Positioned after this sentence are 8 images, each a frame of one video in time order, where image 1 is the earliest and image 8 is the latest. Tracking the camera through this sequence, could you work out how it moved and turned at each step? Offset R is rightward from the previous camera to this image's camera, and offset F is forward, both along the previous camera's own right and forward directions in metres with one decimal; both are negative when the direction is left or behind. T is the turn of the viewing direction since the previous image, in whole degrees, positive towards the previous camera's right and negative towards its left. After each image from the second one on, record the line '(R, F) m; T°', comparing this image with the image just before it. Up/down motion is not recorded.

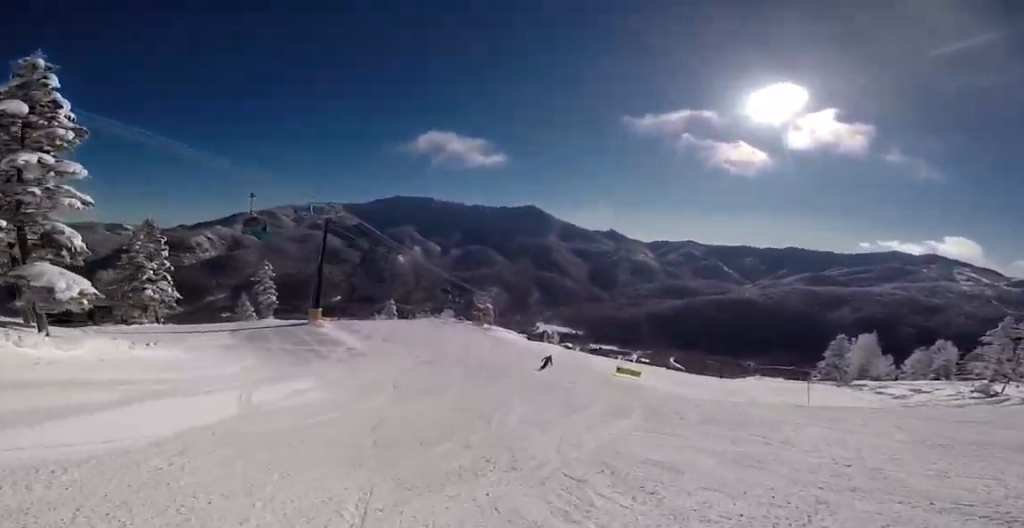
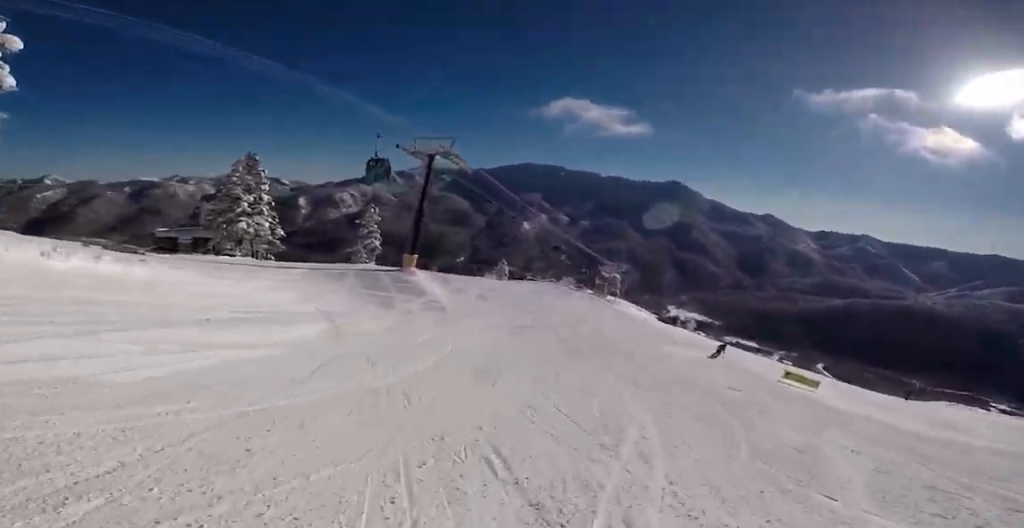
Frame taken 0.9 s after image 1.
(-1.4, +7.6) m; -8°
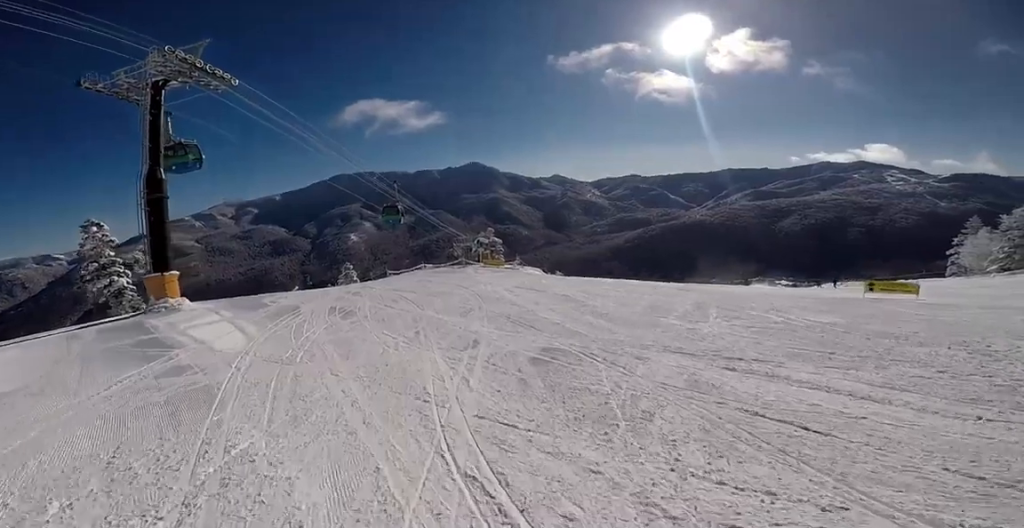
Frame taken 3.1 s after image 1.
(+2.2, +17.4) m; +5°
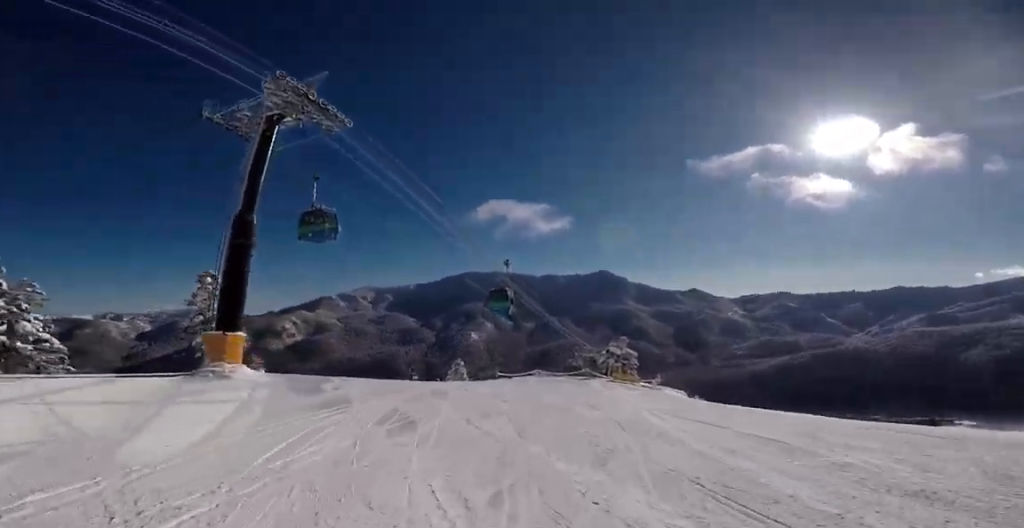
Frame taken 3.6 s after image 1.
(-0.7, +4.5) m; -5°
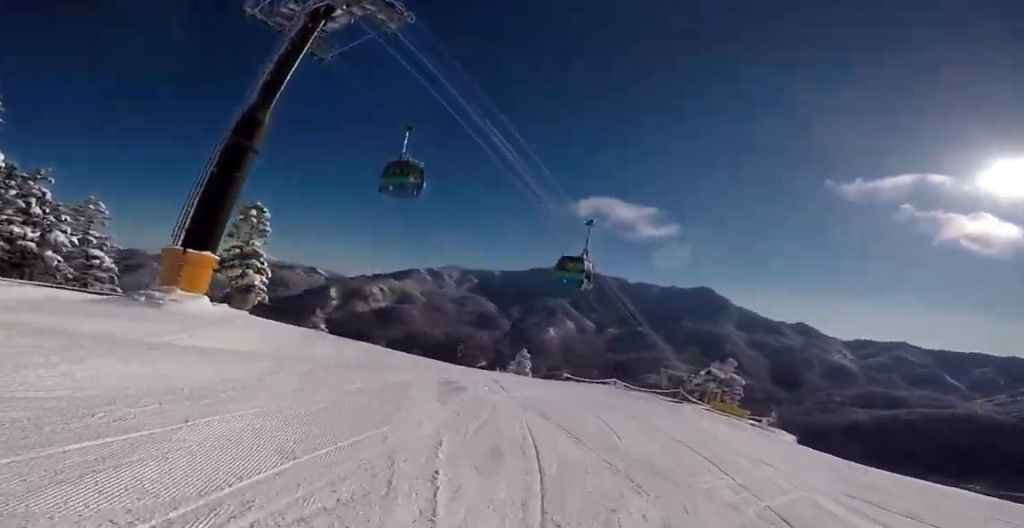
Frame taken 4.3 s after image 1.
(-0.3, +4.9) m; -7°
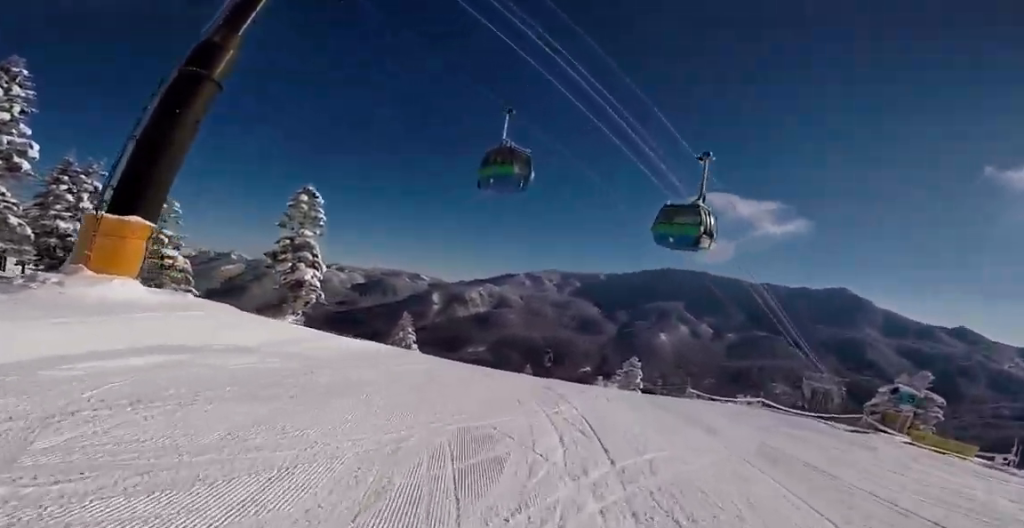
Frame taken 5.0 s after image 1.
(+0.3, +5.0) m; -11°
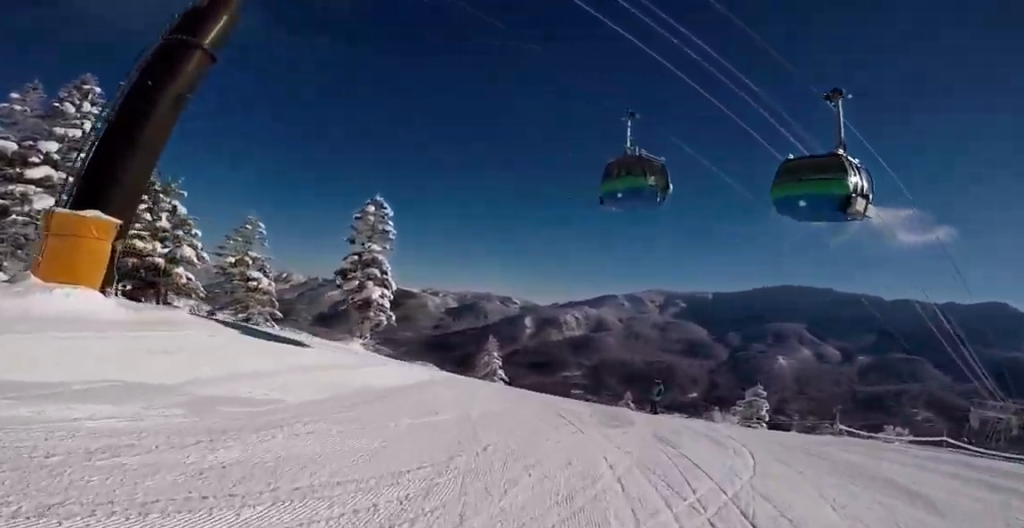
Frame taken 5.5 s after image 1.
(-0.8, +2.8) m; -1°
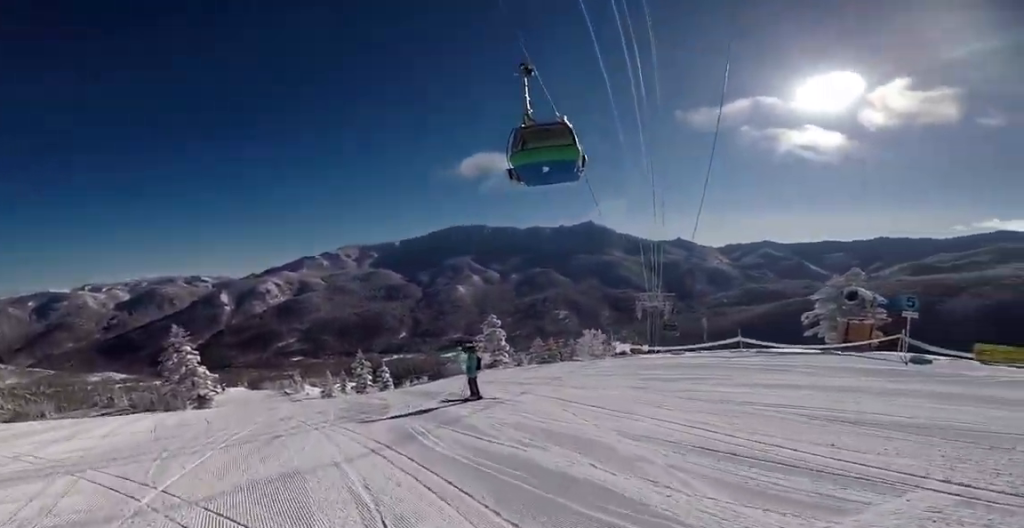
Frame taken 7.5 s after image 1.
(+1.4, +9.0) m; +29°
